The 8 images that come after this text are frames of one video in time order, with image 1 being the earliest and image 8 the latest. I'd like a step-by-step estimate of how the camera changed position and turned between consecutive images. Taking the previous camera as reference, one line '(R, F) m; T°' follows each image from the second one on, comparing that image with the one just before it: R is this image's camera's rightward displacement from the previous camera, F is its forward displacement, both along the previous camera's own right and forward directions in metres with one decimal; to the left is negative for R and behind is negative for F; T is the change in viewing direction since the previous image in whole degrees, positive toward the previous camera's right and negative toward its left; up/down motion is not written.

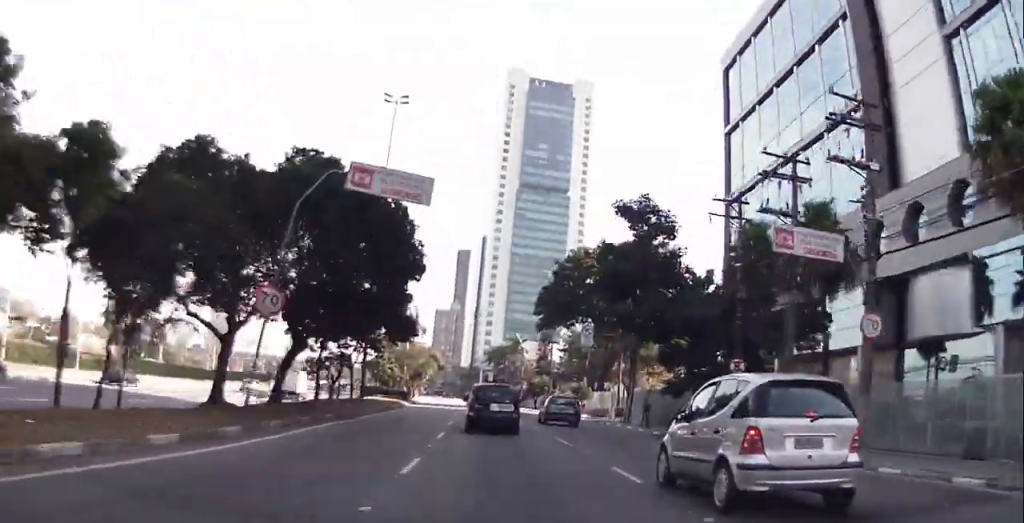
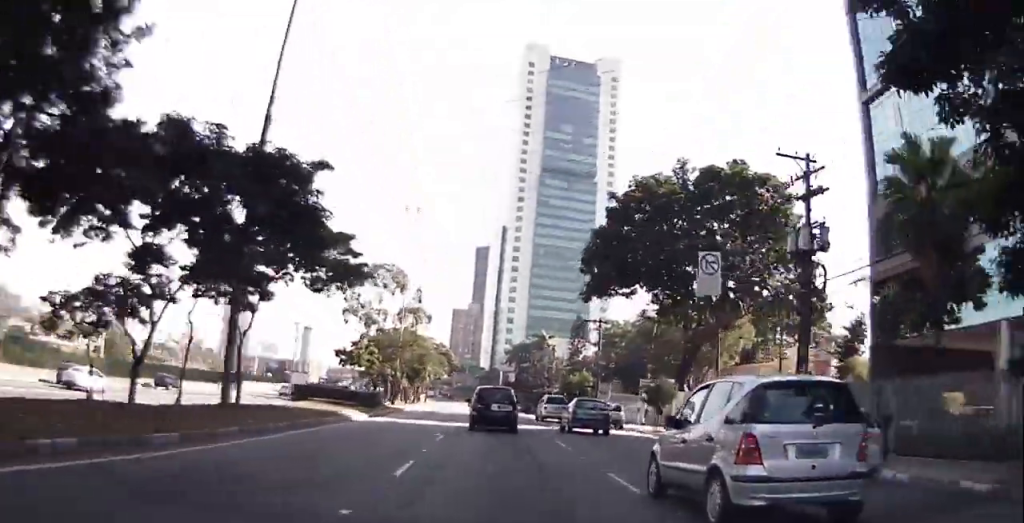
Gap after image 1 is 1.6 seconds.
(-0.5, +24.4) m; -2°
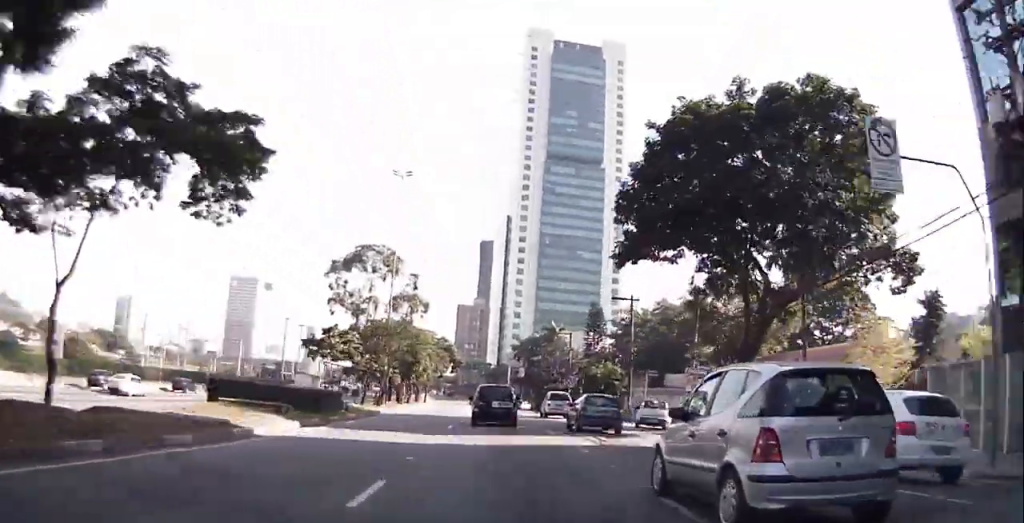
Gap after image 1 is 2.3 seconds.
(0.0, +11.3) m; -1°
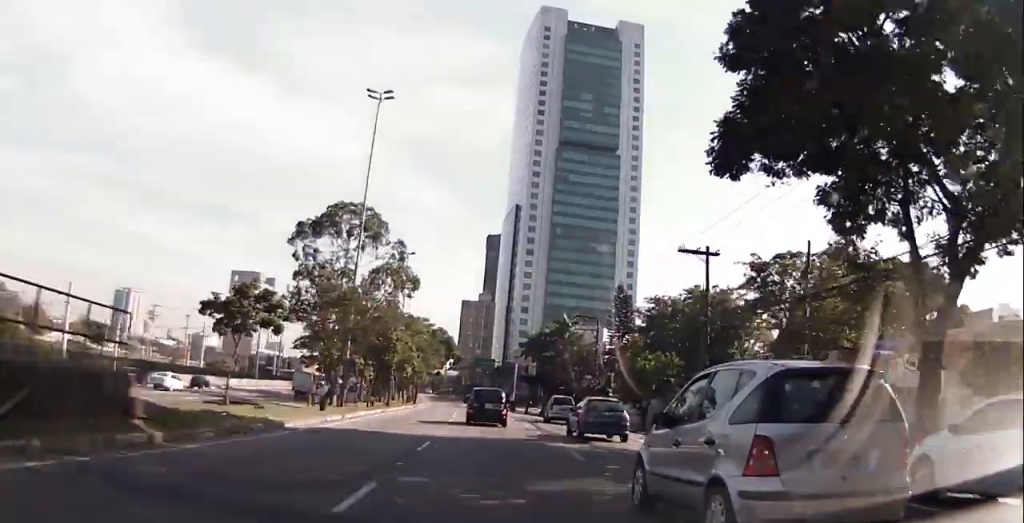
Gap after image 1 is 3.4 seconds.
(-0.2, +16.1) m; -1°
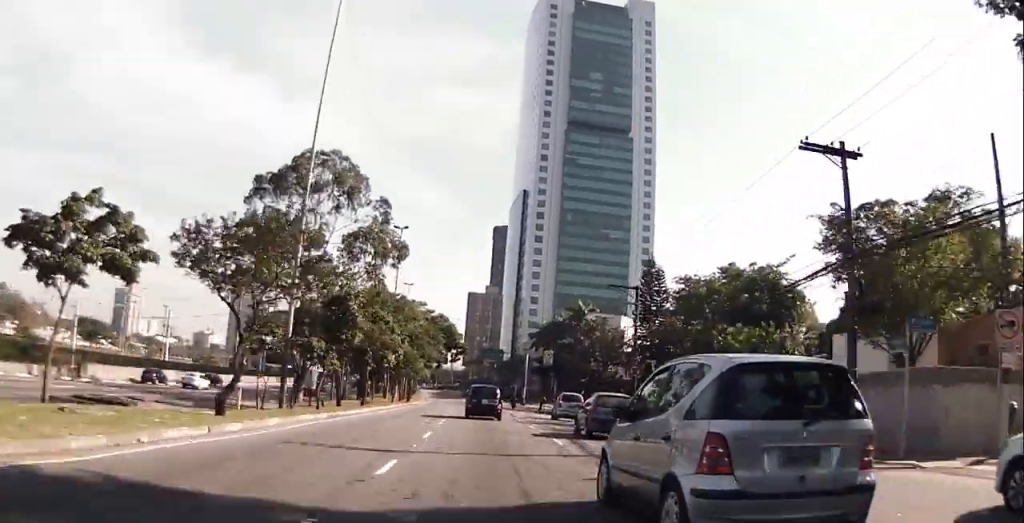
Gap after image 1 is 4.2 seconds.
(0.0, +13.1) m; -1°
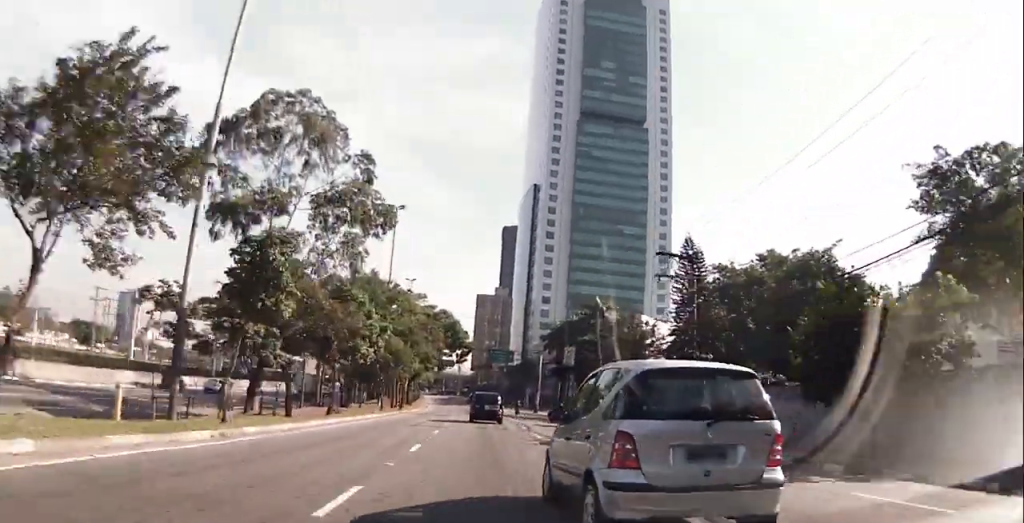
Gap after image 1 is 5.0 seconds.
(-0.1, +11.3) m; -1°
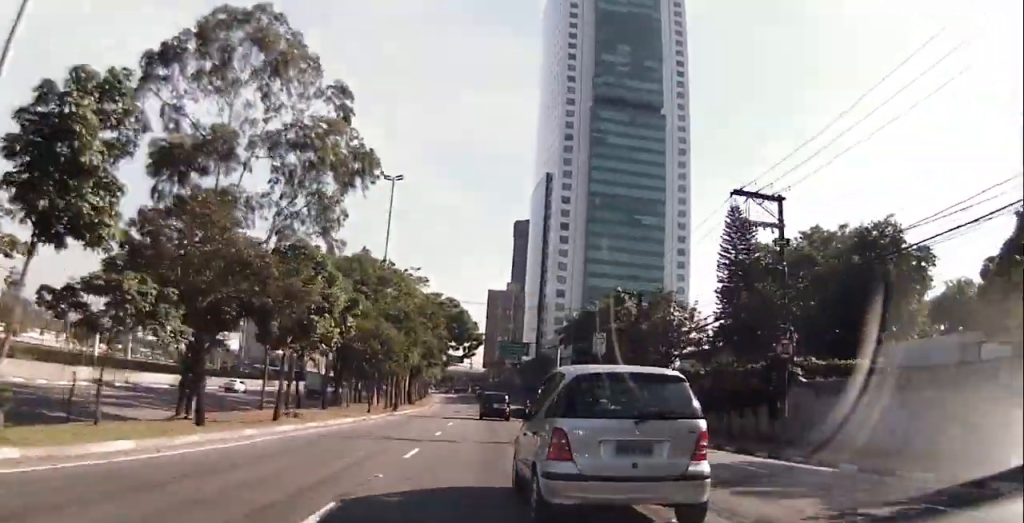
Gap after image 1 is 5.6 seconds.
(-0.1, +9.9) m; -1°
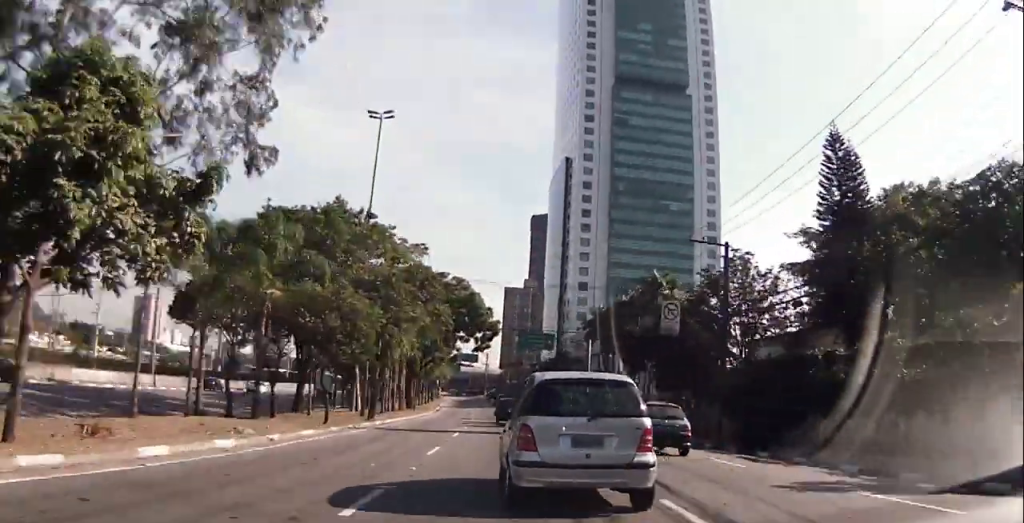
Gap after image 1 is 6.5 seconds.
(0.0, +14.9) m; -1°
